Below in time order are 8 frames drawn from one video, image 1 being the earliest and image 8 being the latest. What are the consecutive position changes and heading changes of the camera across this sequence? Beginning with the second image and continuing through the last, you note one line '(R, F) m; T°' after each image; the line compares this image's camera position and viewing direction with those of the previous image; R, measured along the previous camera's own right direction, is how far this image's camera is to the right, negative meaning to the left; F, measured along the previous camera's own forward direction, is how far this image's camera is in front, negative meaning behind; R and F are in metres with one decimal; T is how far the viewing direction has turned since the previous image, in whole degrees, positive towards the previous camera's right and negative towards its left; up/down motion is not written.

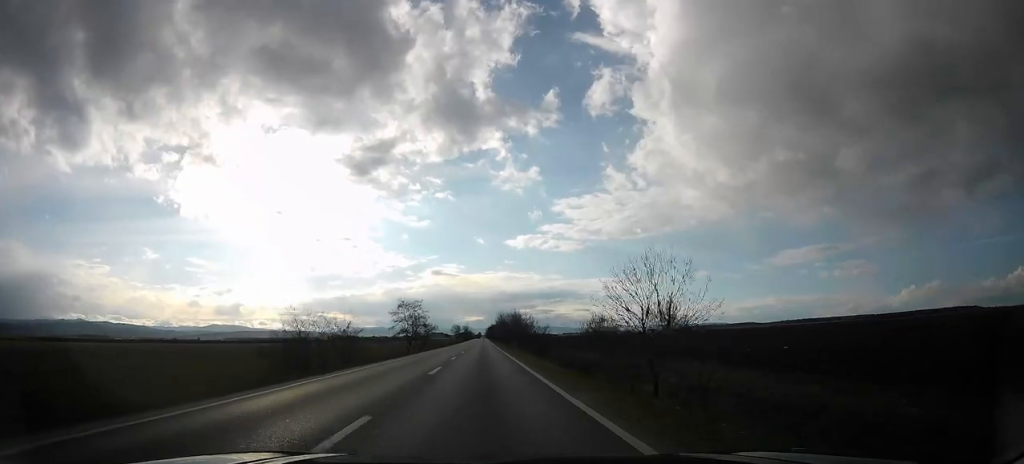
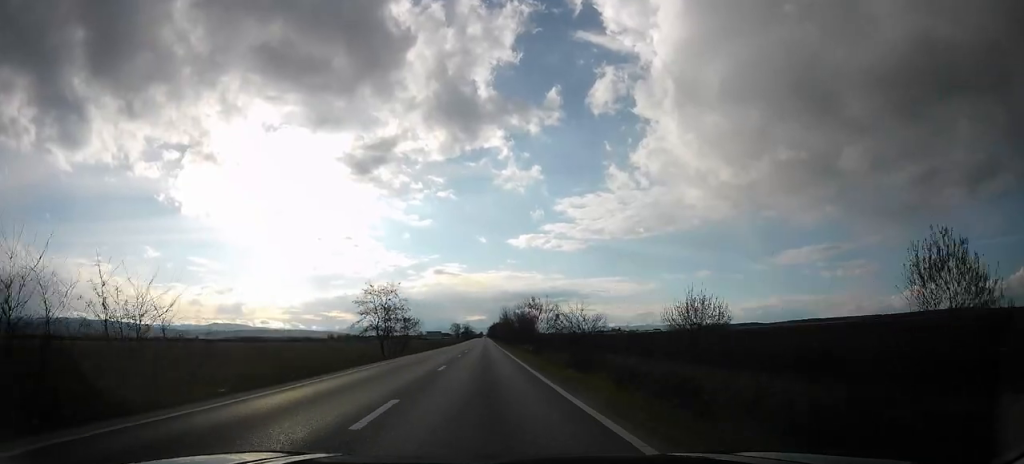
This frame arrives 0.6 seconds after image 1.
(-0.4, +21.2) m; +1°
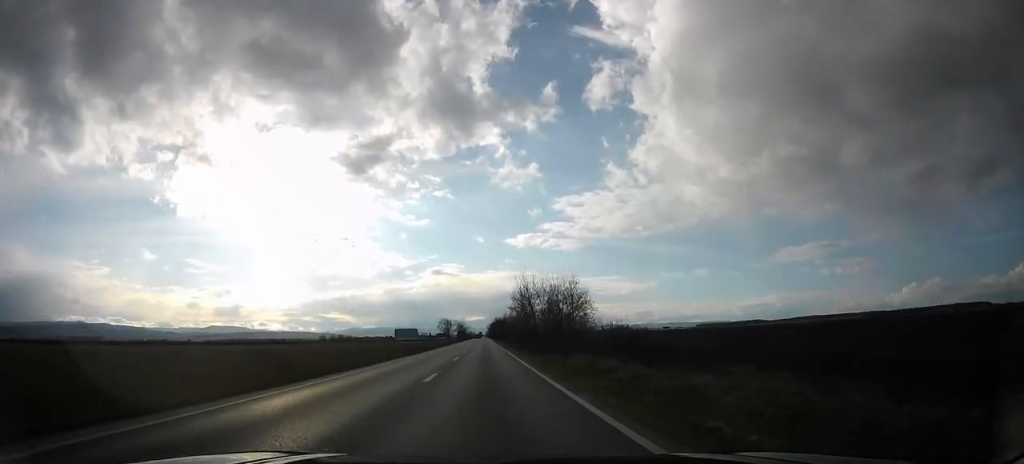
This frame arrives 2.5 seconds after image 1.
(+0.5, +62.7) m; -2°
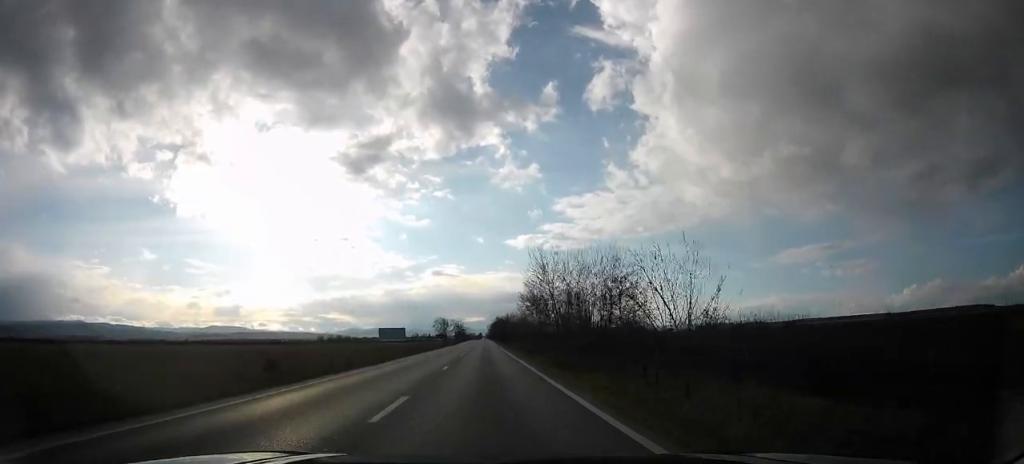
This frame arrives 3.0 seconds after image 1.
(-0.2, +18.0) m; 0°
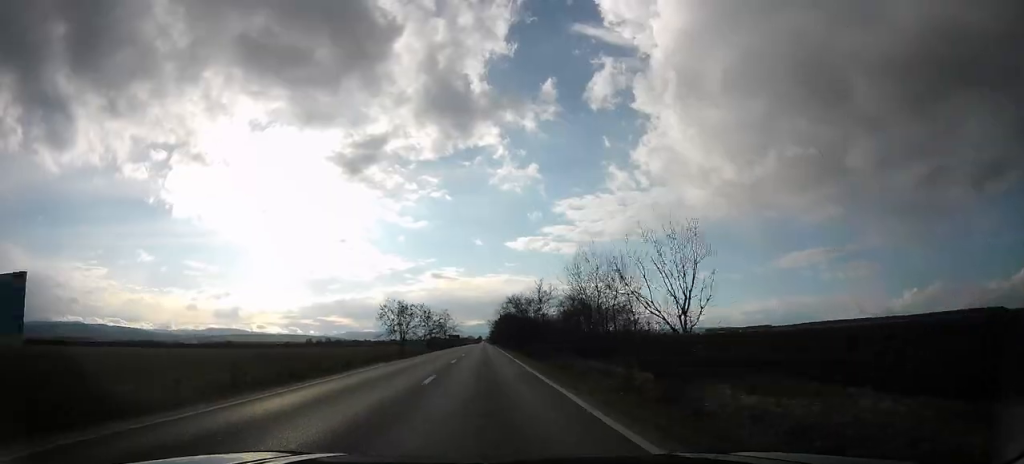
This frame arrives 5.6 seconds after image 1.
(-0.3, +86.4) m; -1°
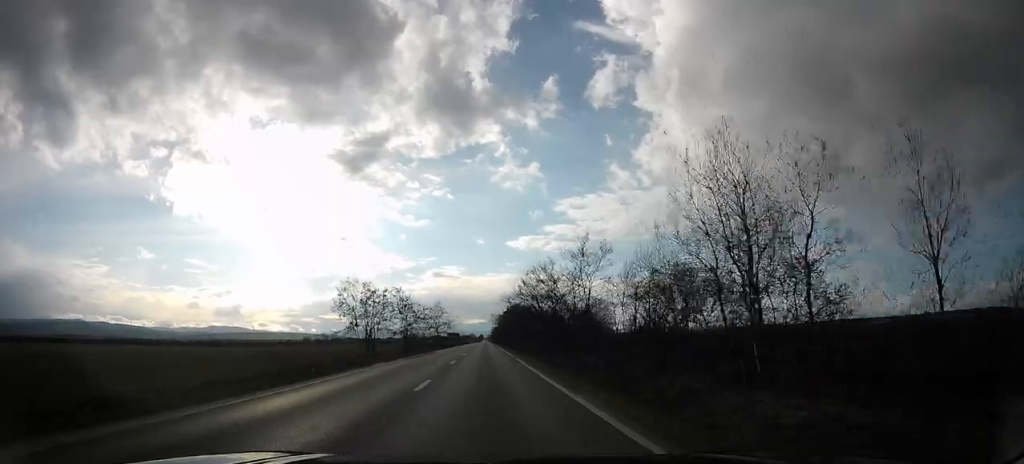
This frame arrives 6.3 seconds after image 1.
(-0.1, +25.3) m; 0°
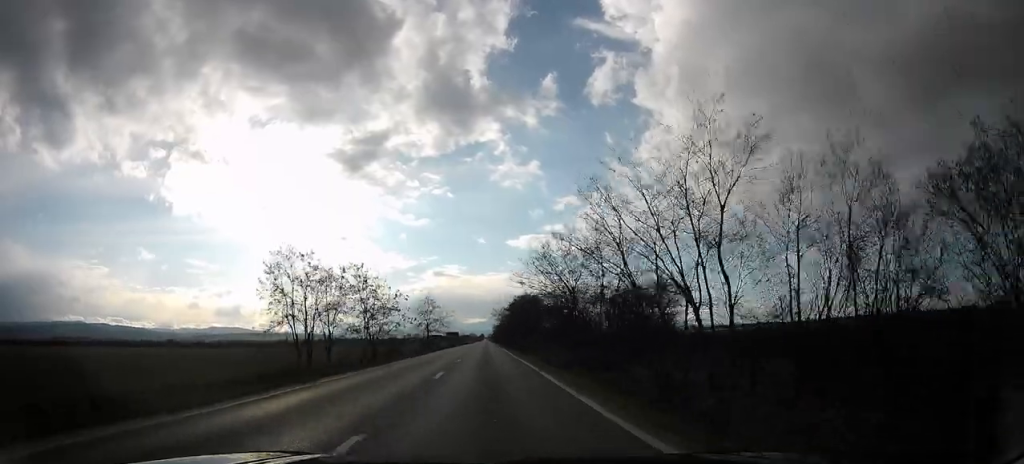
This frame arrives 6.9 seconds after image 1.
(0.0, +19.5) m; 0°
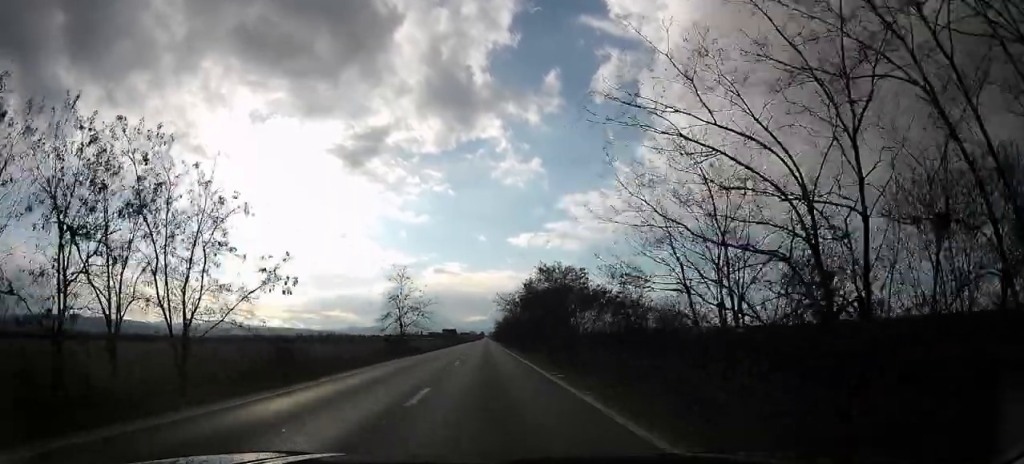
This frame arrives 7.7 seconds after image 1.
(+0.3, +28.8) m; 0°
